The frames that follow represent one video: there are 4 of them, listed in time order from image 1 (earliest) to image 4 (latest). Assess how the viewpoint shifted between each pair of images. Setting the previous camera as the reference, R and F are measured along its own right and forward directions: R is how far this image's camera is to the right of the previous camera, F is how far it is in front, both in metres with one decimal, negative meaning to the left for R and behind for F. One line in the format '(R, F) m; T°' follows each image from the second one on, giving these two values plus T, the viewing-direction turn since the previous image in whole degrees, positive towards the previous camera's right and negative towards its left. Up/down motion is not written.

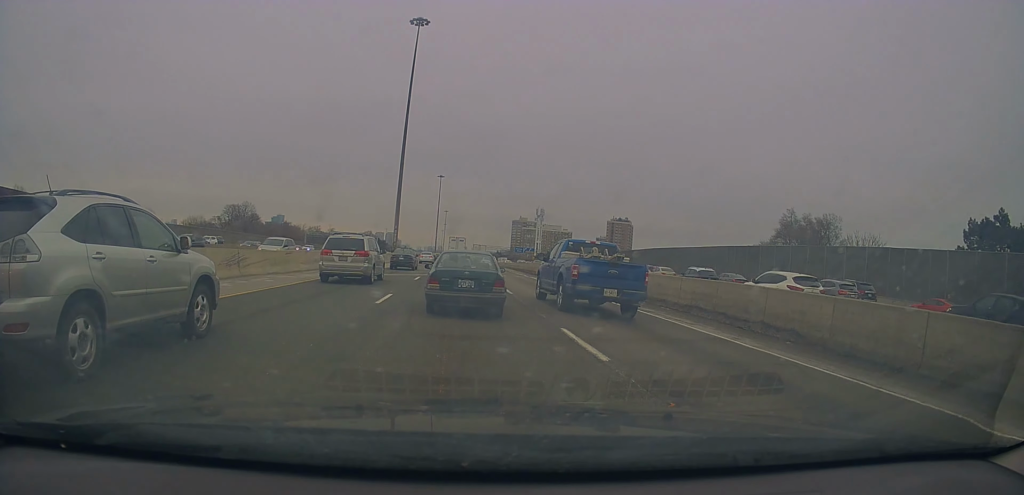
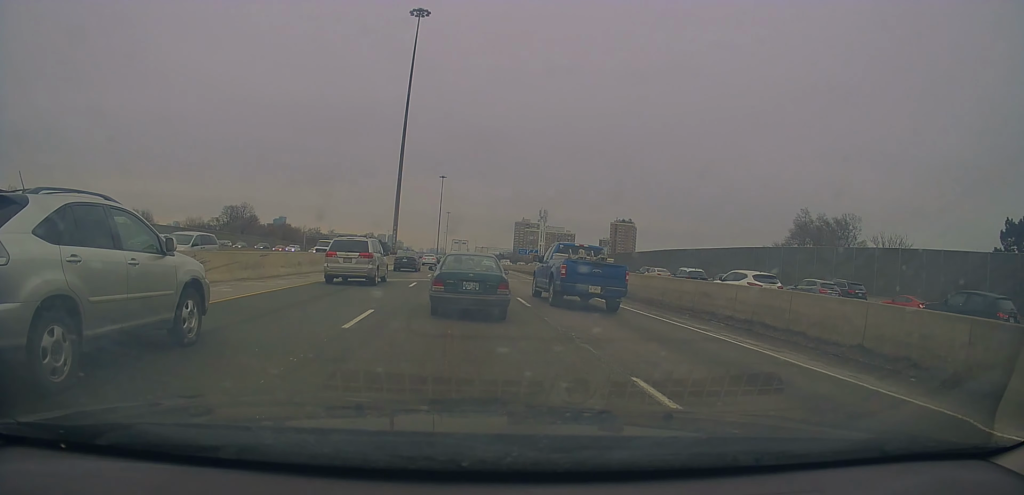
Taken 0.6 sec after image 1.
(-0.2, +4.1) m; +2°
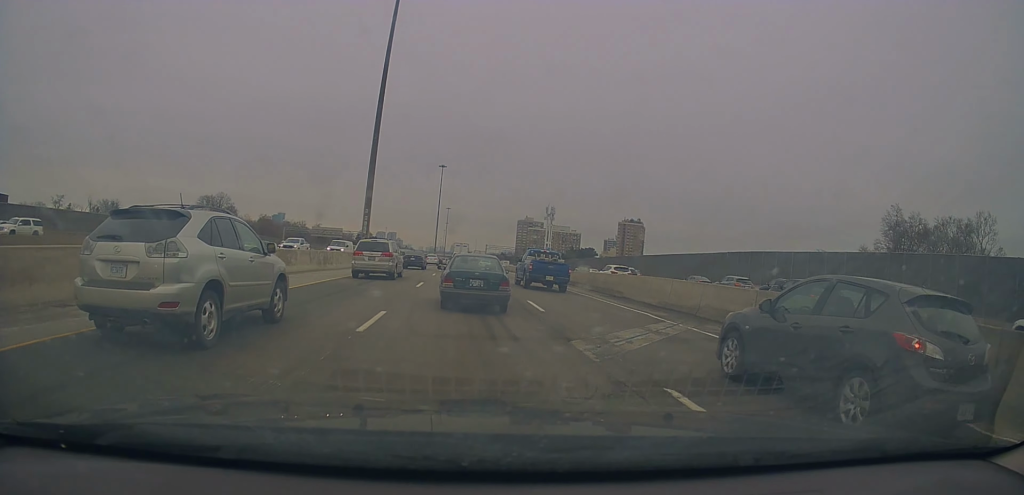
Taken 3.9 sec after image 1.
(-1.3, +24.6) m; -1°
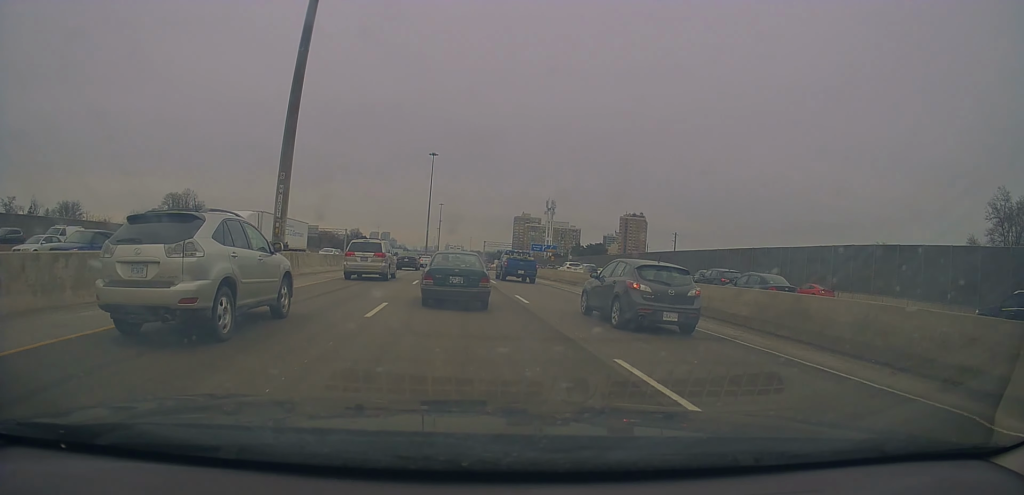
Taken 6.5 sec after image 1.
(-1.4, +20.7) m; -1°
